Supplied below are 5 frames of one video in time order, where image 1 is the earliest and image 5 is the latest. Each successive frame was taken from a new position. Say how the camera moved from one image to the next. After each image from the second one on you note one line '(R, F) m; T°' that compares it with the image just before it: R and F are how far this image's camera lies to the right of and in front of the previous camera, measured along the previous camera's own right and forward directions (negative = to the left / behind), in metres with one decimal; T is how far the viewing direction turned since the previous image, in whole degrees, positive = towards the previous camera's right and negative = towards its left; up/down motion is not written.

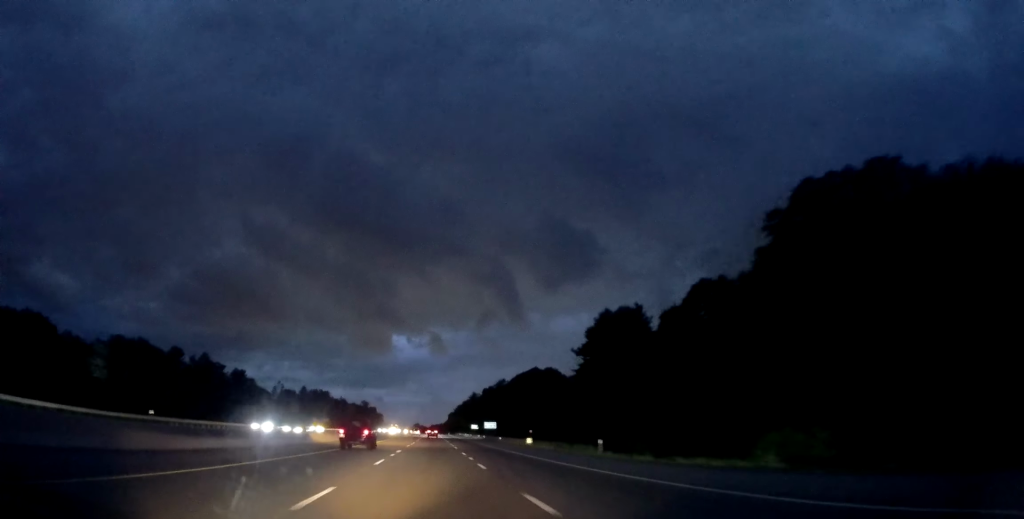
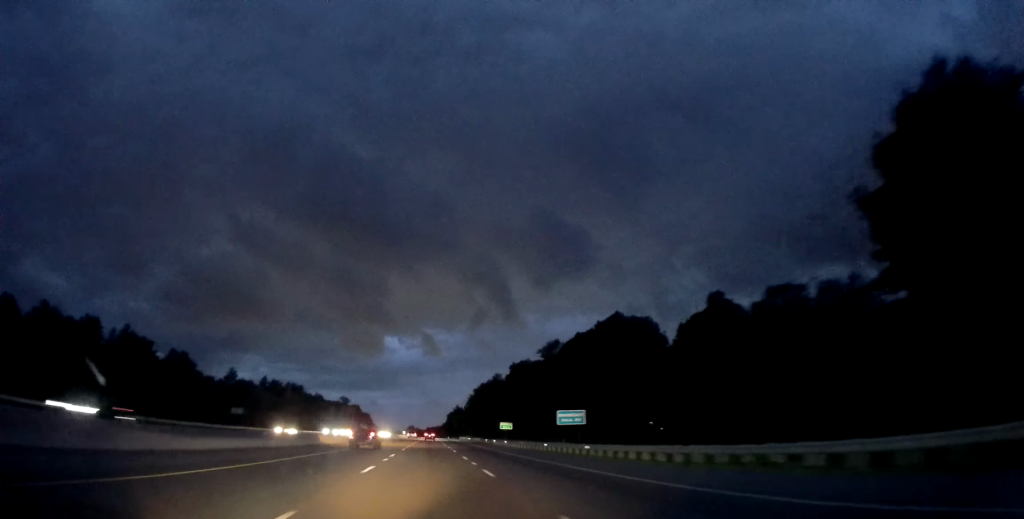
(+0.3, +77.0) m; +1°
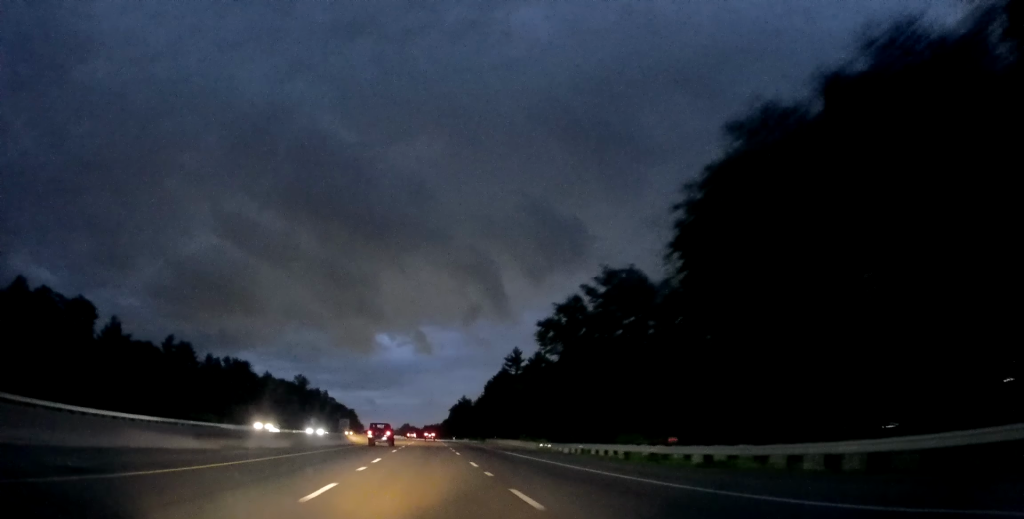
(+0.1, +104.7) m; 0°
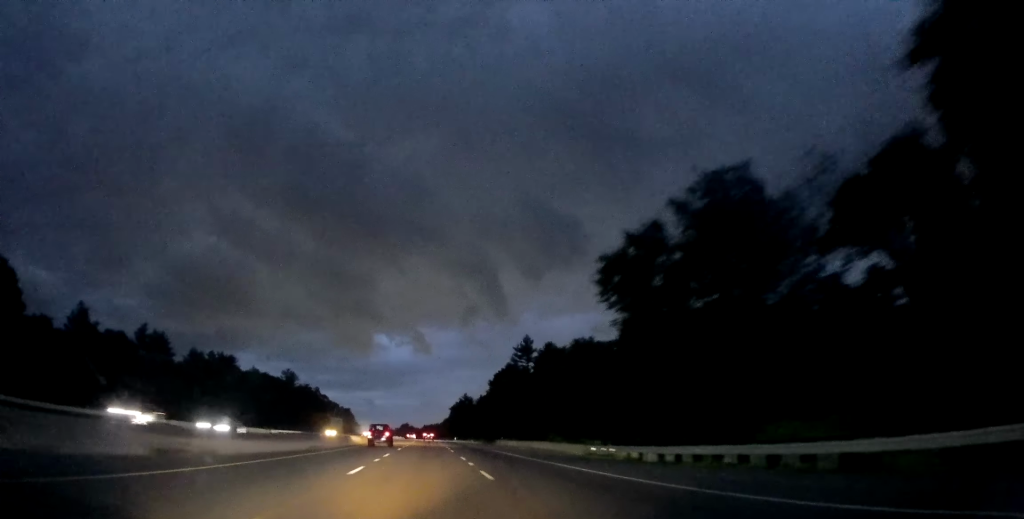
(-0.5, +17.8) m; -1°
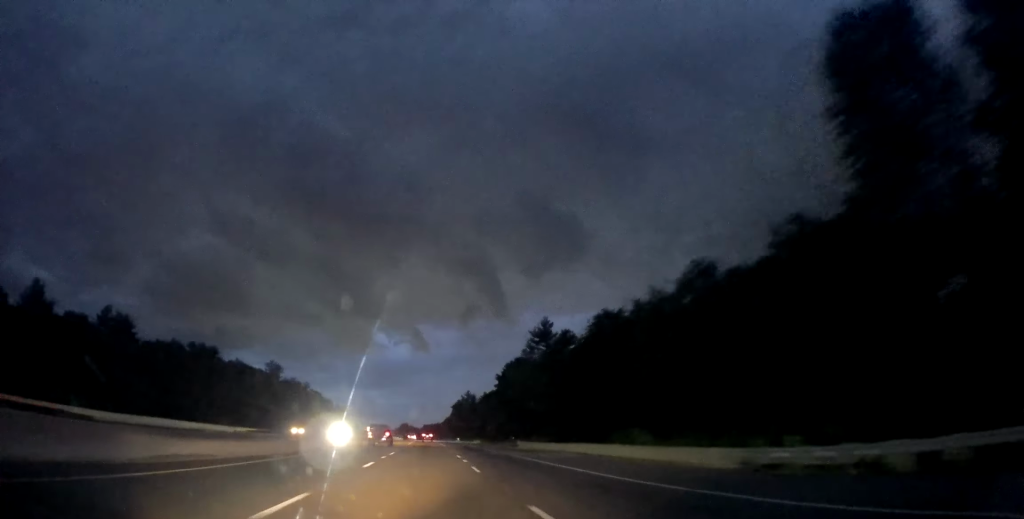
(+0.2, +20.9) m; +1°
